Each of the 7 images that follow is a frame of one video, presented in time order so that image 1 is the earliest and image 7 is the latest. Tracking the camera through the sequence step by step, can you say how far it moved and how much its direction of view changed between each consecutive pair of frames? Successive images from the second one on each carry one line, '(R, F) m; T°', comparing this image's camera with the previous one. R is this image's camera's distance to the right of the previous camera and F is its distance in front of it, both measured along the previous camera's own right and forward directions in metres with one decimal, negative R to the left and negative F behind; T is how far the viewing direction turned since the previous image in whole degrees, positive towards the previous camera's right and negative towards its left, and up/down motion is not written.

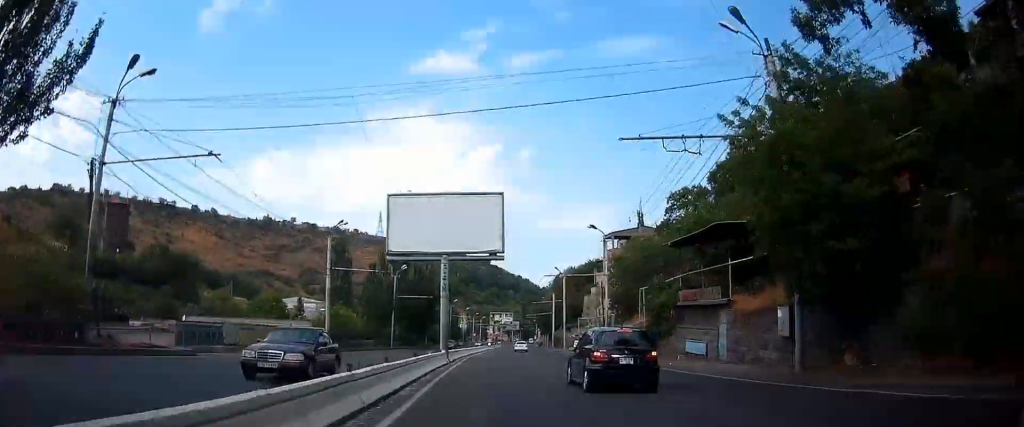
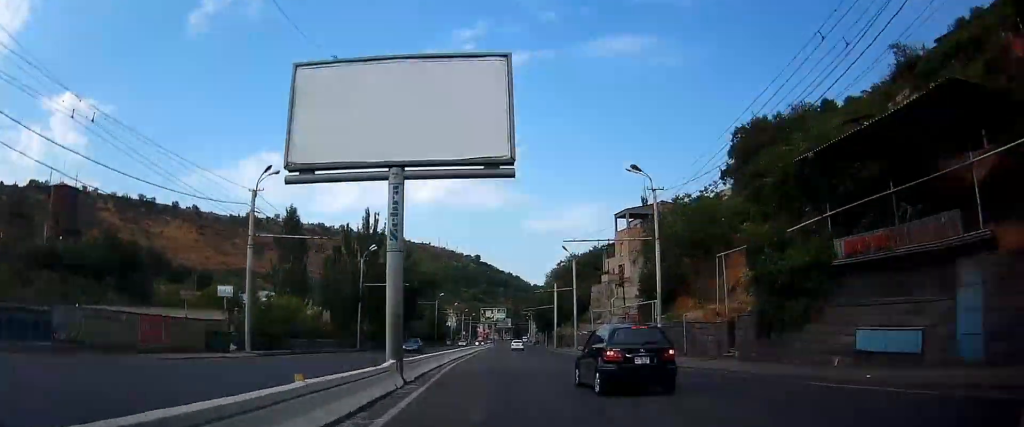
(+0.2, +16.1) m; +1°
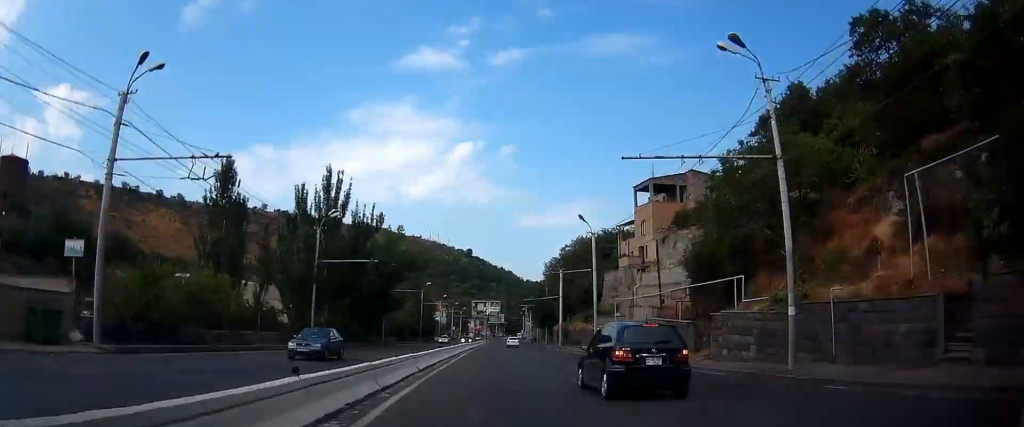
(+0.2, +14.9) m; 0°
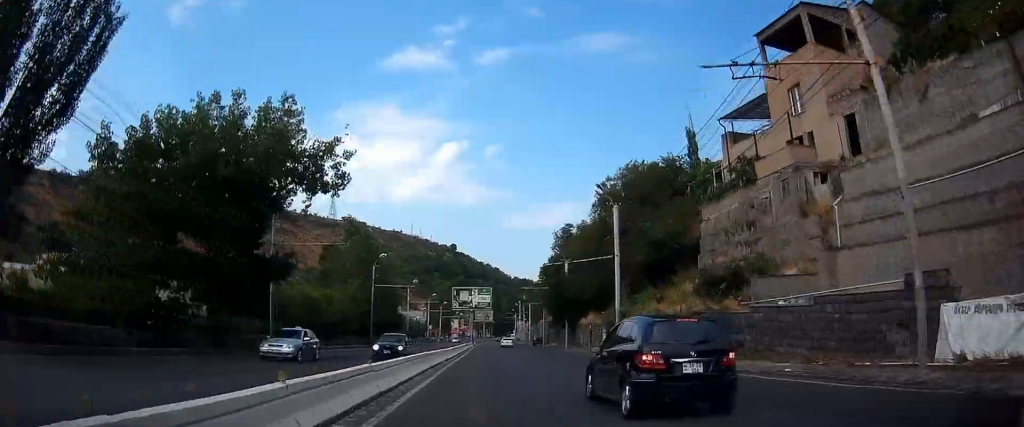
(-0.4, +39.9) m; +2°
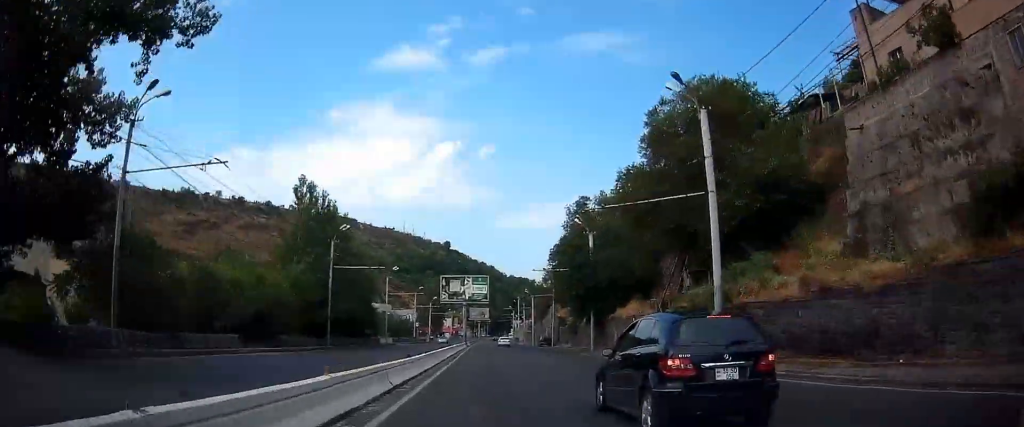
(+0.6, +18.6) m; +2°
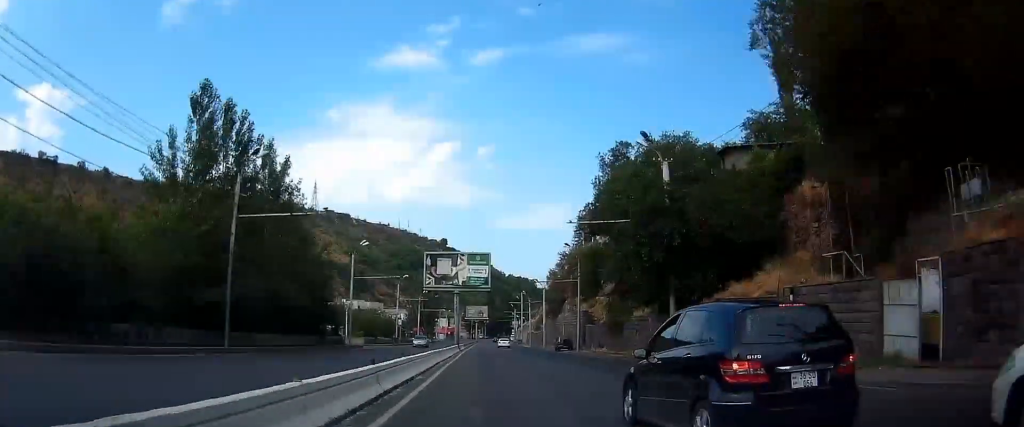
(+0.1, +20.6) m; 0°
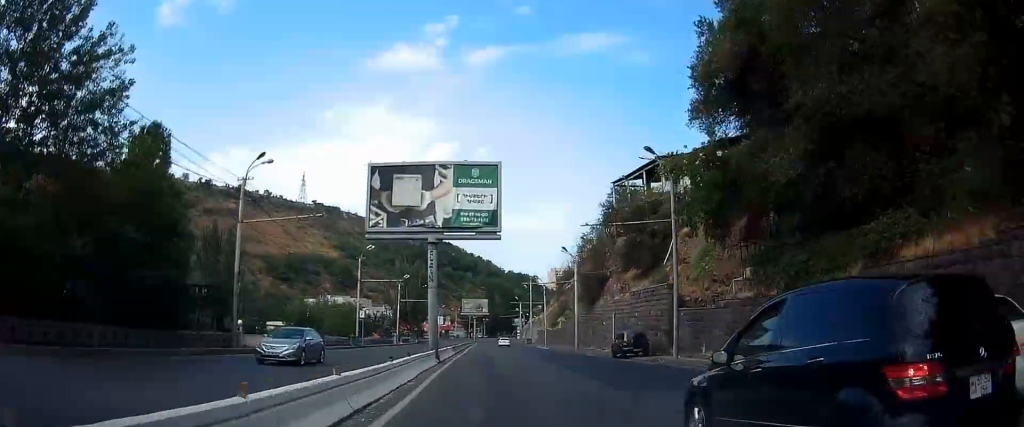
(0.0, +25.8) m; 0°
